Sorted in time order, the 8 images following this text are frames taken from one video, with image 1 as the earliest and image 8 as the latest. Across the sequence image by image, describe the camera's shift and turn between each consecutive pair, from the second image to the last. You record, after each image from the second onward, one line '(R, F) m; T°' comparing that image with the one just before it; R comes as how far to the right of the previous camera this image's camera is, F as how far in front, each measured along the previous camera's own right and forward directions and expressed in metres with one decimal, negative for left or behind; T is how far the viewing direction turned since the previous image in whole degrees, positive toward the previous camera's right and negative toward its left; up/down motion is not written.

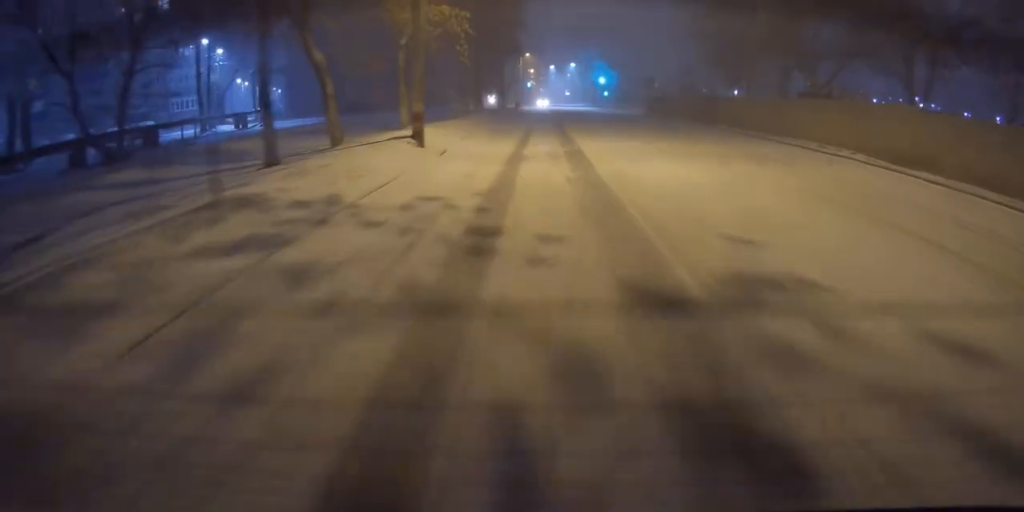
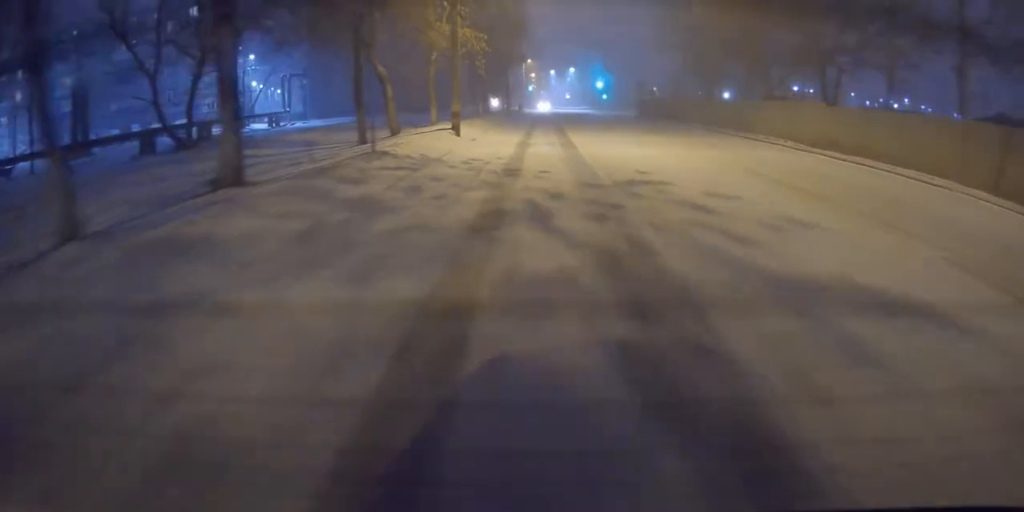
(-0.1, +6.3) m; 0°
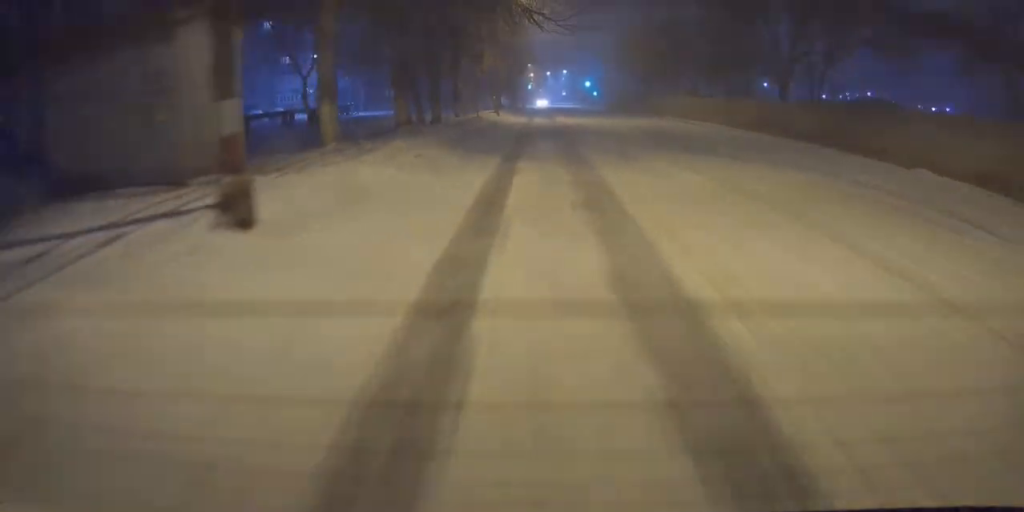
(-0.1, +20.4) m; -2°
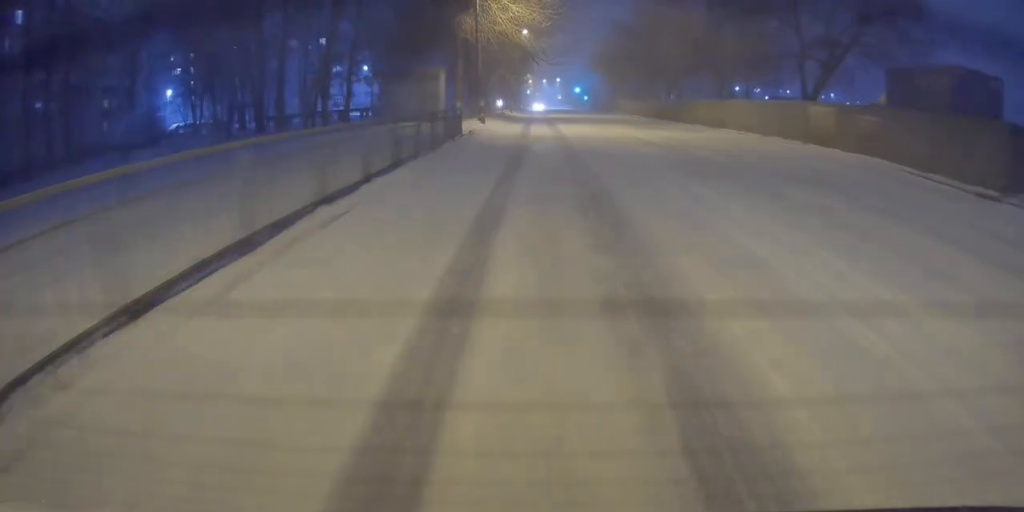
(-0.1, +24.1) m; +1°
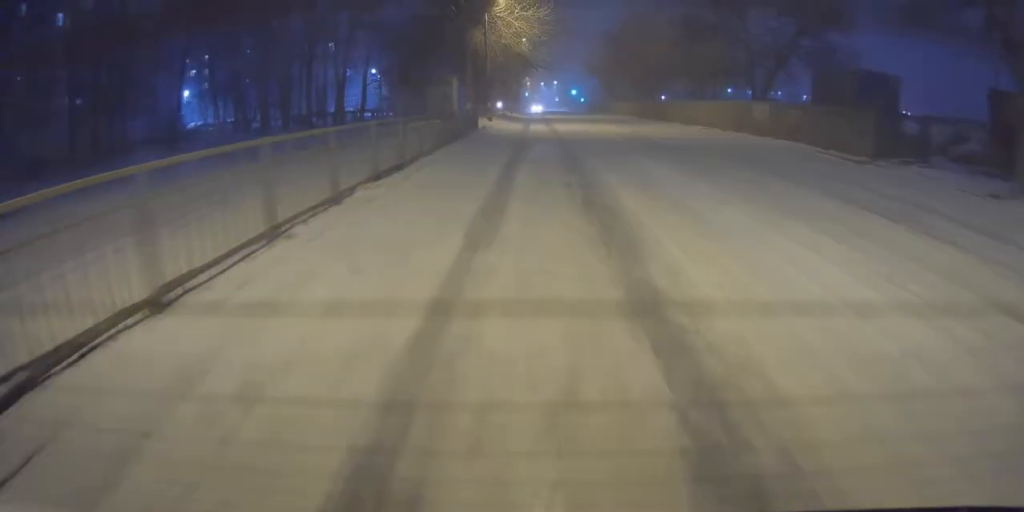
(-0.2, +6.1) m; 0°
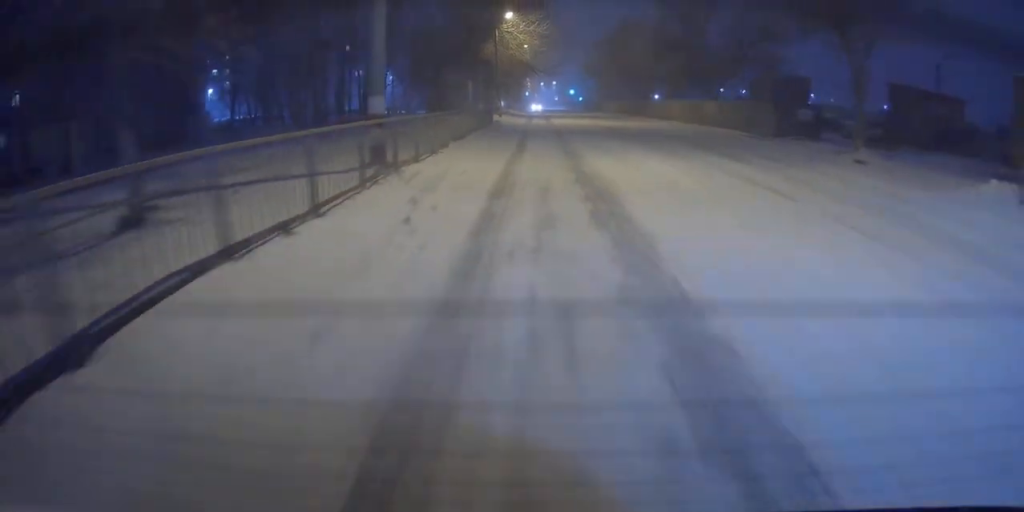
(+0.2, +8.7) m; +1°
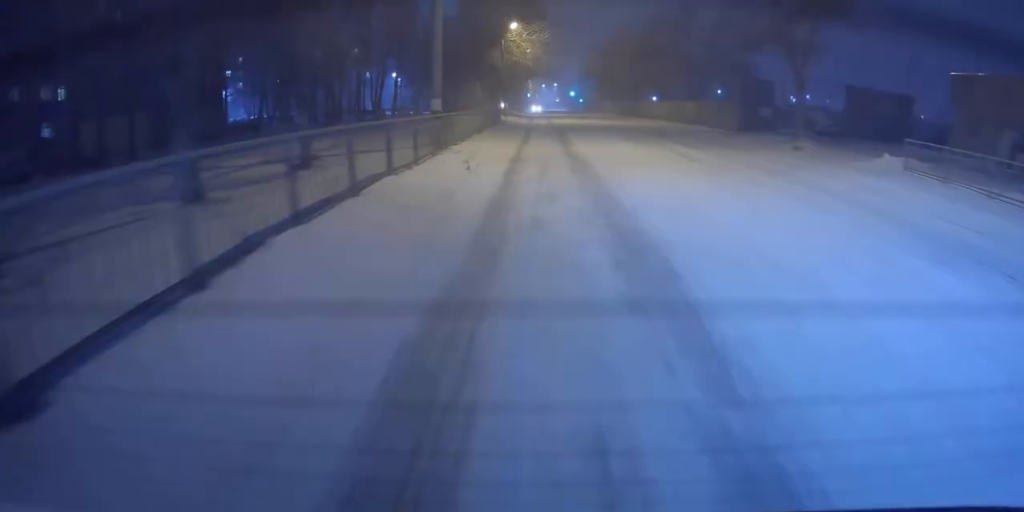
(0.0, +5.2) m; 0°
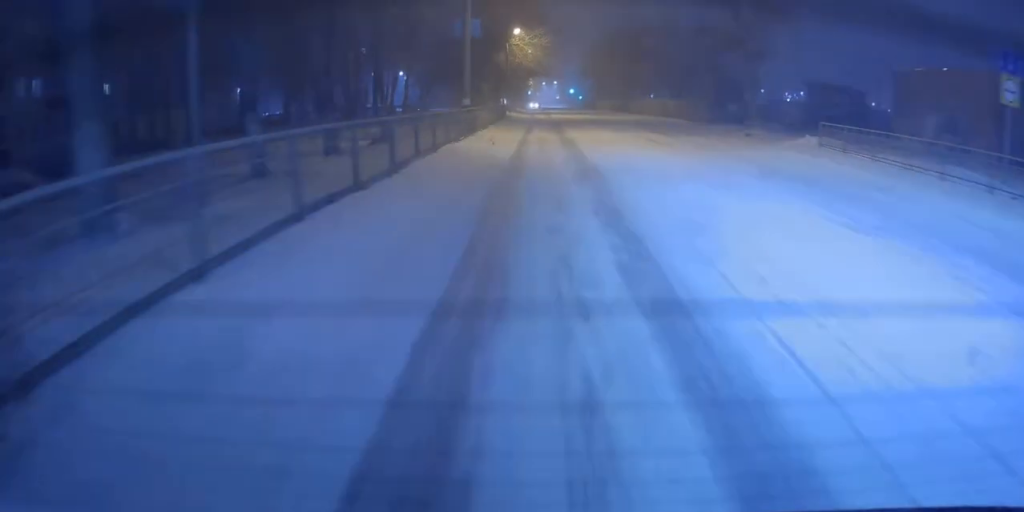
(0.0, +6.3) m; -1°
